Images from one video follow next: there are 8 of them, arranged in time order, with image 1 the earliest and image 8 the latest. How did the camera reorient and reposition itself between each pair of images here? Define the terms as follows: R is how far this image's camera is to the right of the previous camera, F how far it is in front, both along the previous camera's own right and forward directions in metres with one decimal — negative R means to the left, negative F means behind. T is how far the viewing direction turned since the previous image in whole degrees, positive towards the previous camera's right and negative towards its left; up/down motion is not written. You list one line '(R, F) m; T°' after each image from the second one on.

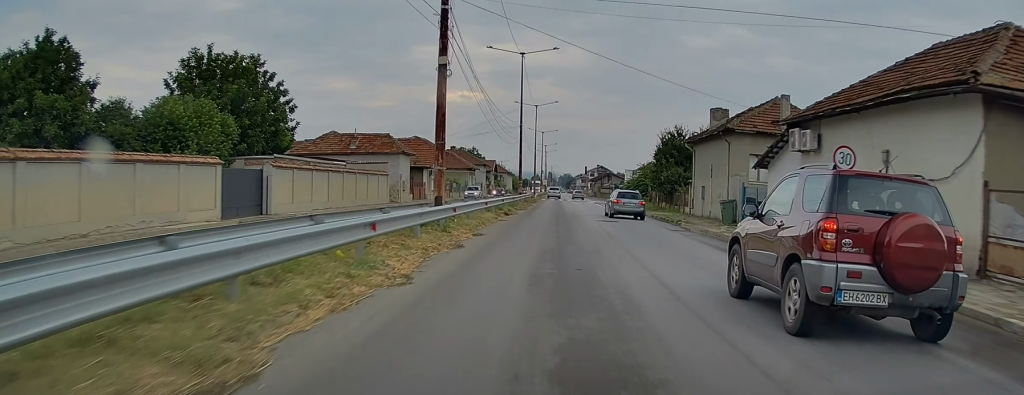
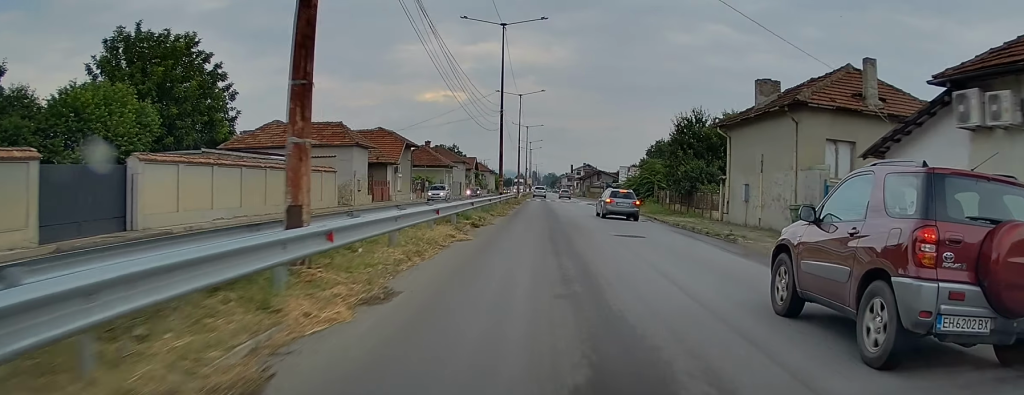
(+0.3, +10.1) m; +2°
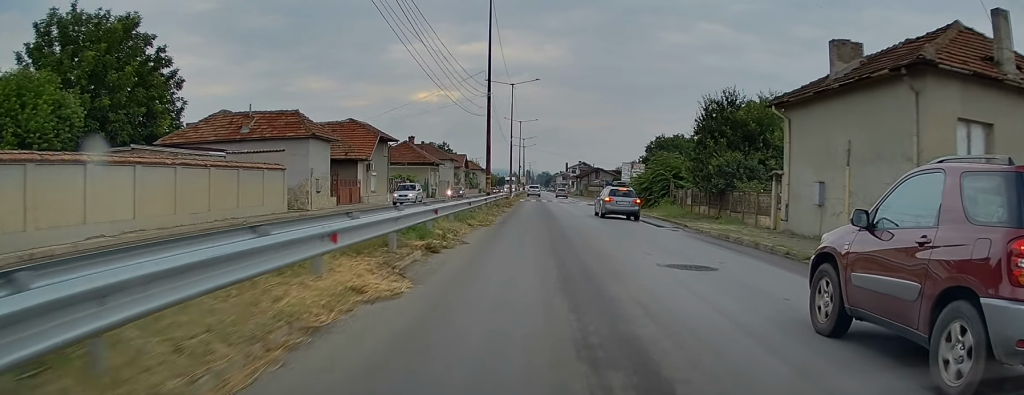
(+0.1, +8.0) m; 0°
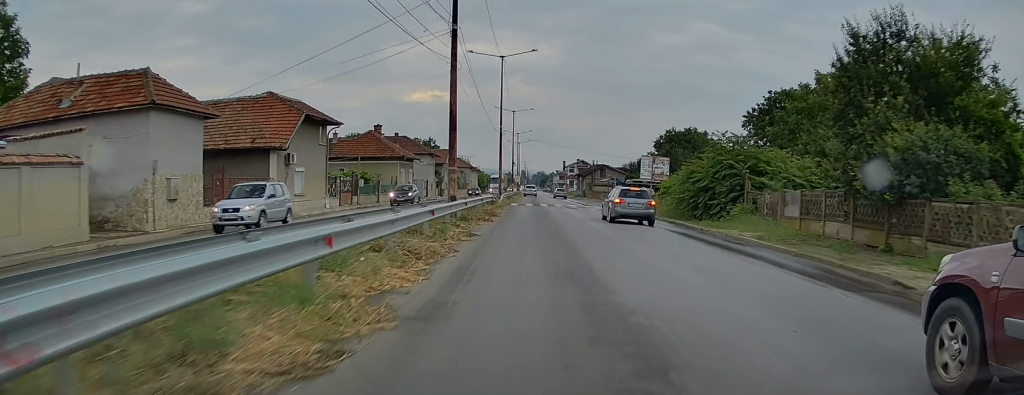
(+0.1, +16.4) m; +2°
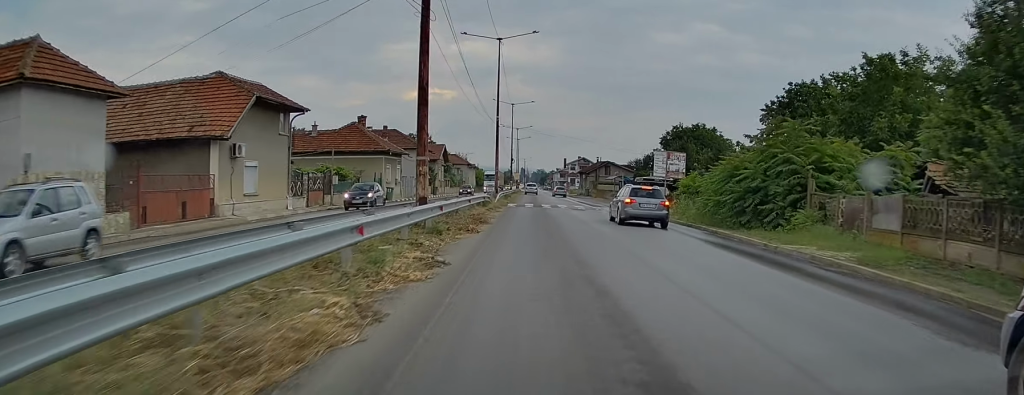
(+0.1, +6.6) m; 0°
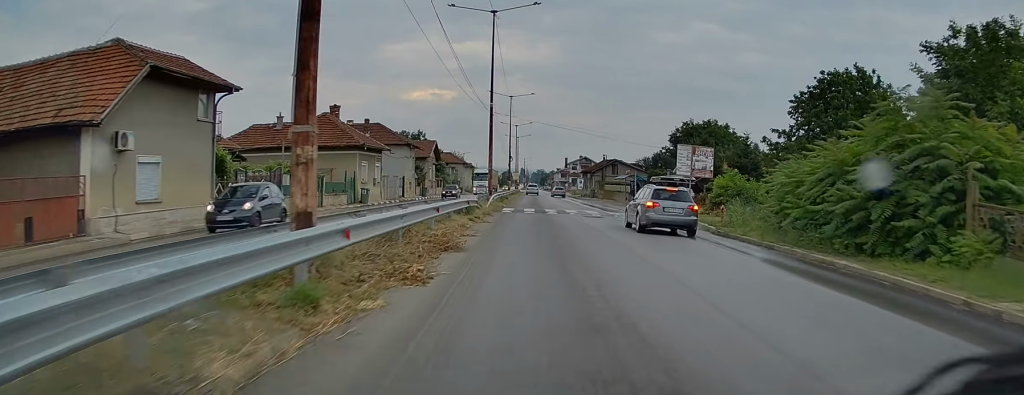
(+0.3, +8.8) m; 0°
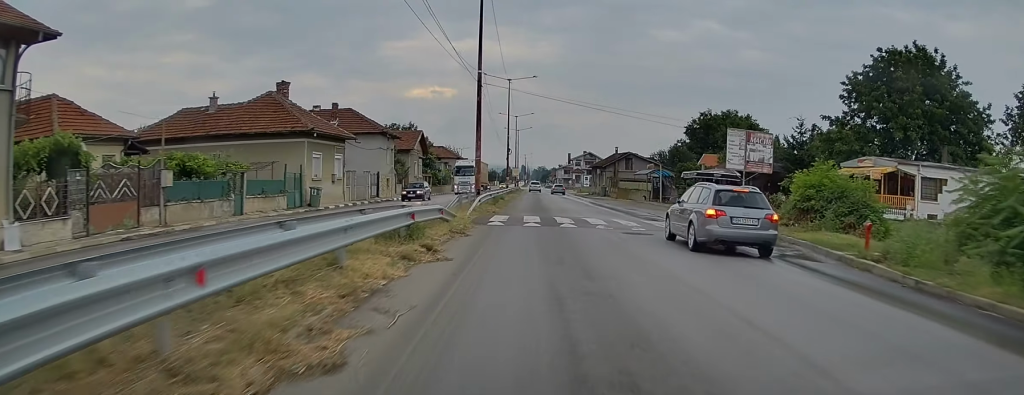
(-0.5, +12.2) m; -1°
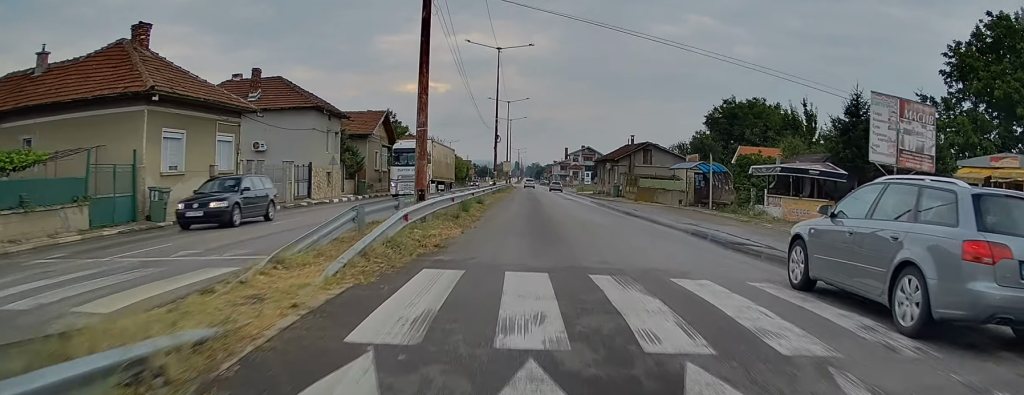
(+0.2, +17.8) m; 0°
